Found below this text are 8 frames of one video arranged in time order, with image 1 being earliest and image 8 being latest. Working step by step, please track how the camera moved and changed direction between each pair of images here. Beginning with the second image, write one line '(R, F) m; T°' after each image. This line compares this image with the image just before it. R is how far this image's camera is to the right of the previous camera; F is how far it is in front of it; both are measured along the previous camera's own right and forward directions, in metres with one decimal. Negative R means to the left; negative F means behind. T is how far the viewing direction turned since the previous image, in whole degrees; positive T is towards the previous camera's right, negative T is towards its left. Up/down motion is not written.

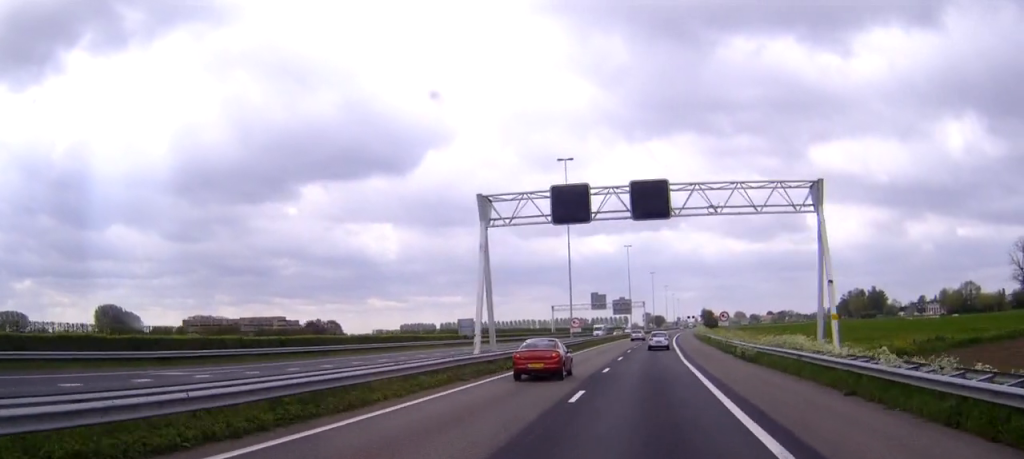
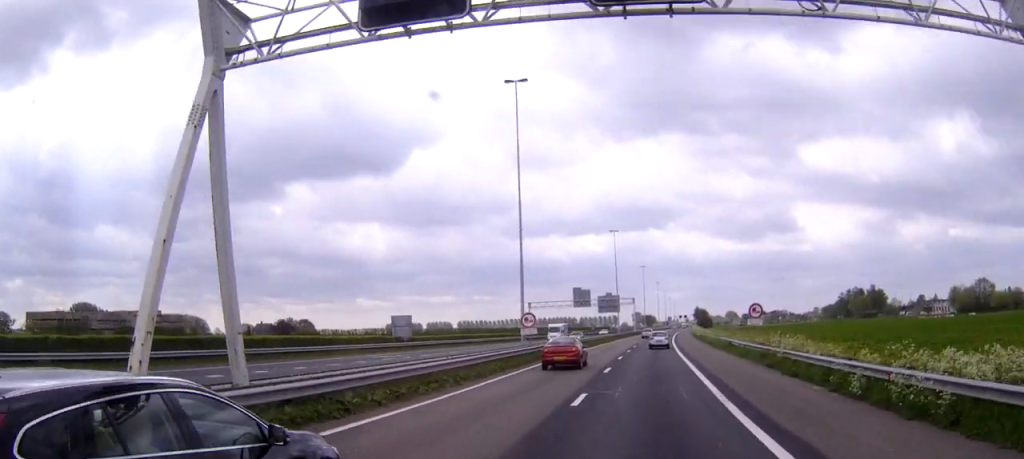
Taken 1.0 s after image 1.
(+0.2, +24.0) m; +1°
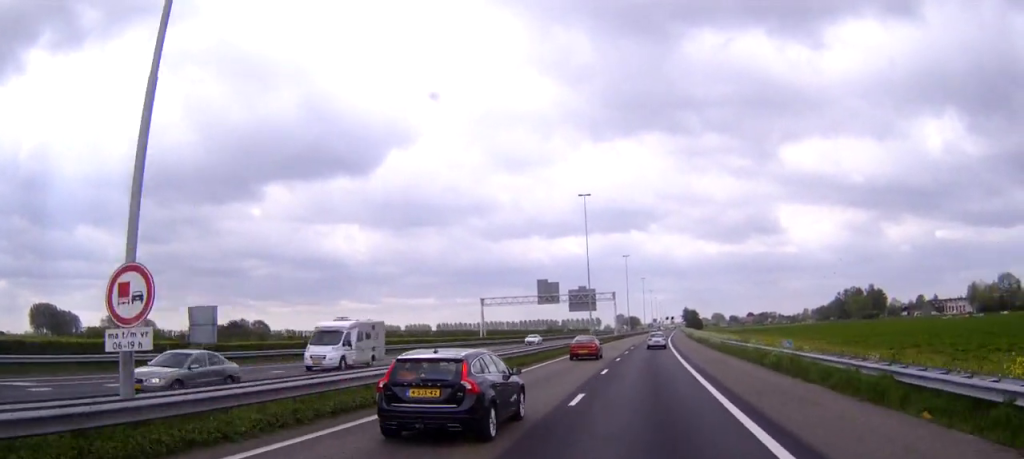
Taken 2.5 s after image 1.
(+0.4, +36.0) m; +1°
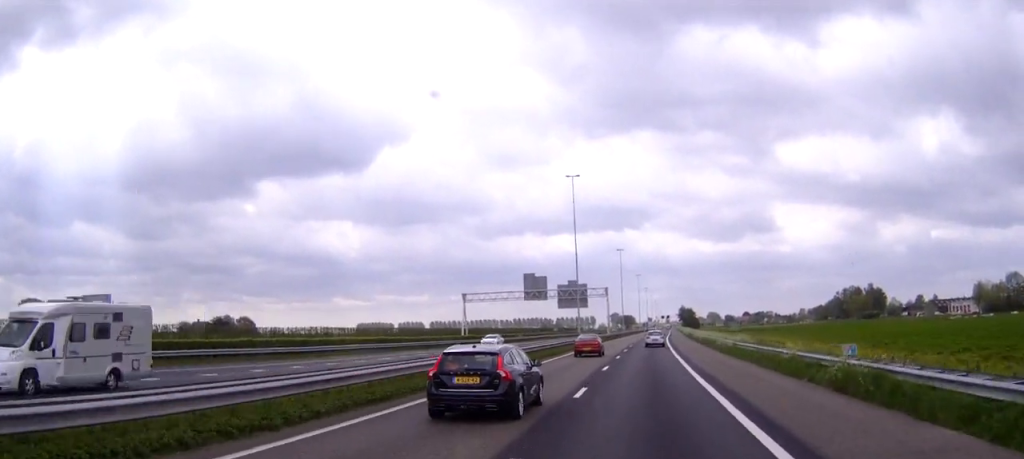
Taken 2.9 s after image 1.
(0.0, +10.4) m; 0°
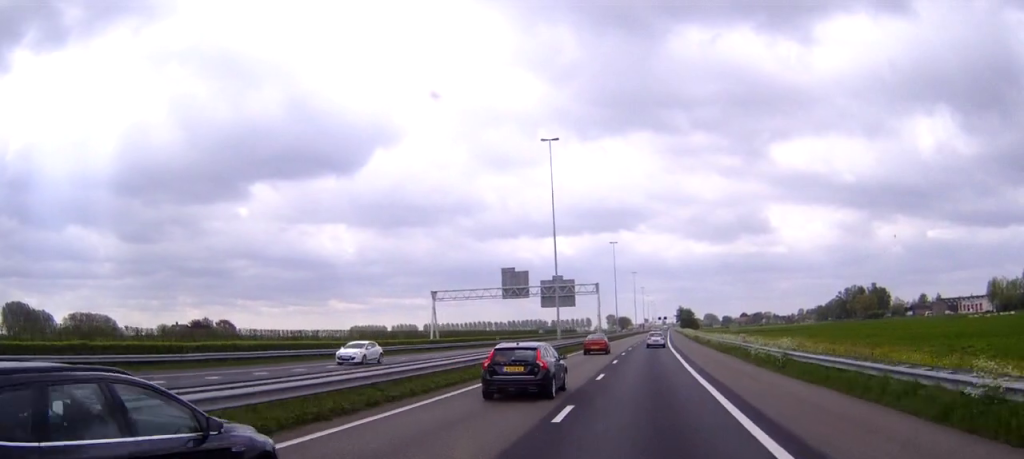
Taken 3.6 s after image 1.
(0.0, +16.8) m; 0°
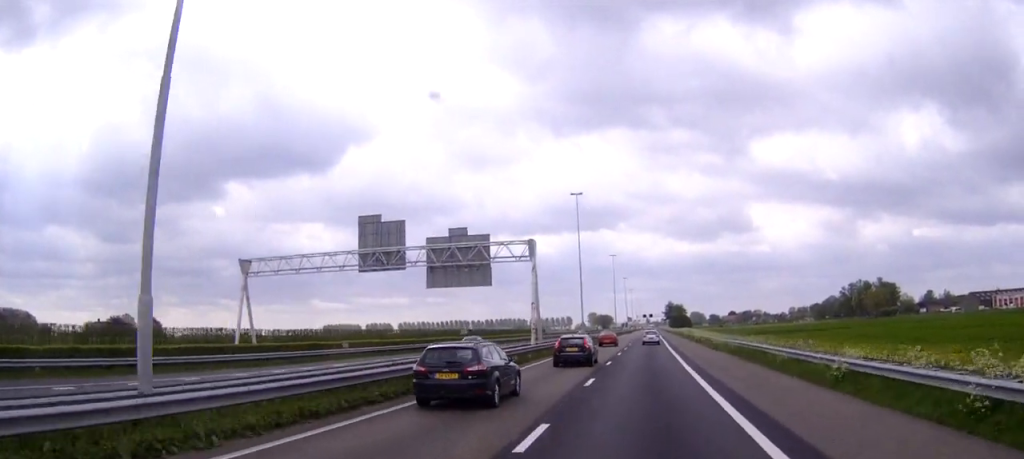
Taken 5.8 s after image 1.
(+0.7, +51.5) m; +1°
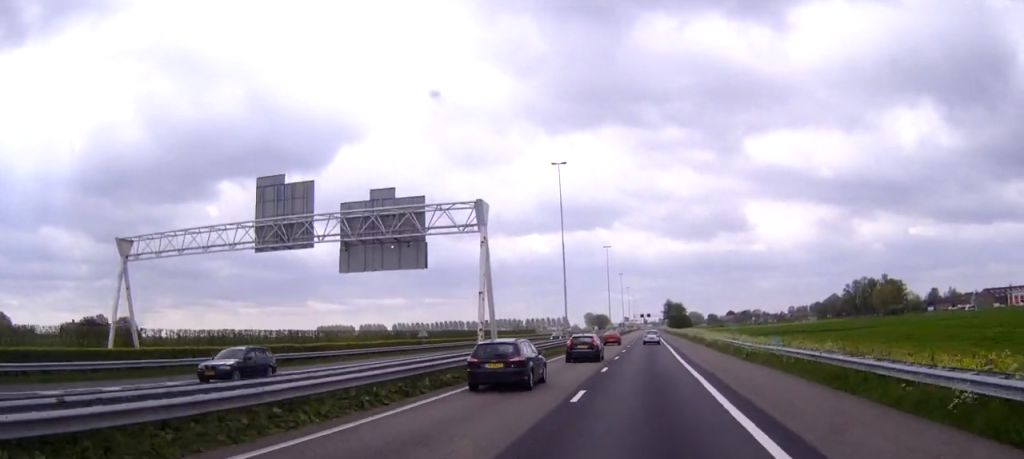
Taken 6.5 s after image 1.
(+0.1, +16.6) m; 0°
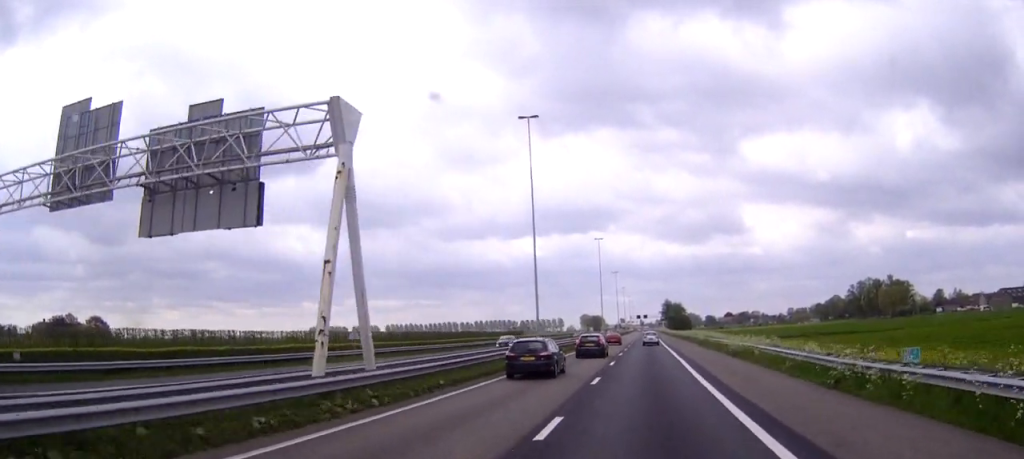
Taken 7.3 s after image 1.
(+0.1, +18.1) m; +1°
